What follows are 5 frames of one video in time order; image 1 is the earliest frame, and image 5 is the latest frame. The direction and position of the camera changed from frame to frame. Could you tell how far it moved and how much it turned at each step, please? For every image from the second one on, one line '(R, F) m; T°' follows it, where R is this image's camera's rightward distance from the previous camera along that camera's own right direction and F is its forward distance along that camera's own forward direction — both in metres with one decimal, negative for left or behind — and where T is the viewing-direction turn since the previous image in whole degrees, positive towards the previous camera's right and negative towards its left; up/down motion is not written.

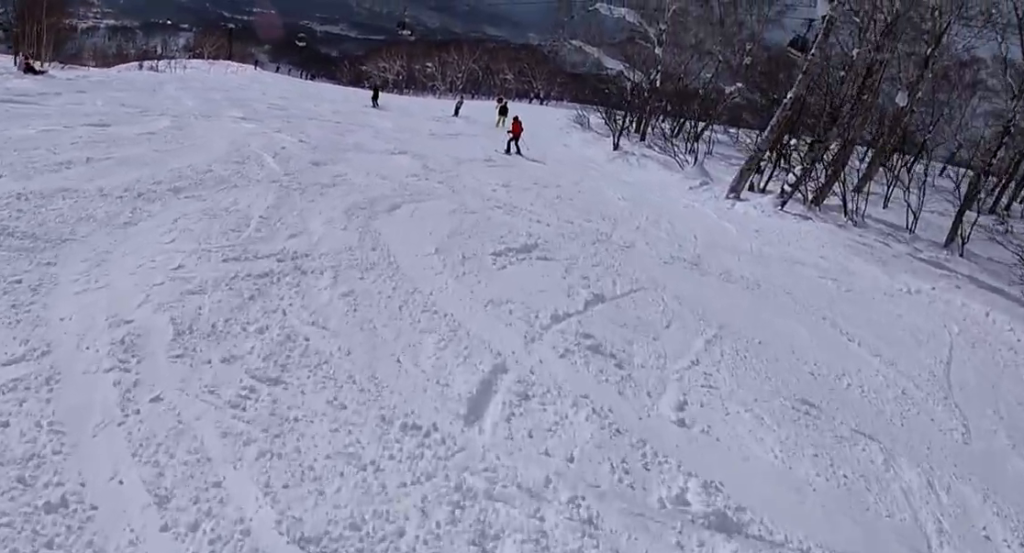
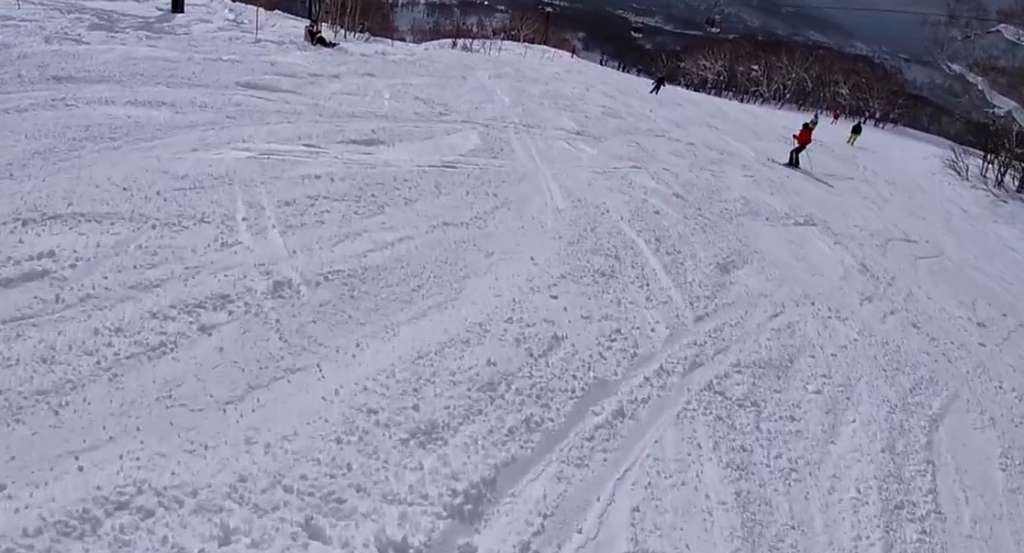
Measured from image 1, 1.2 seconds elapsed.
(-2.1, +4.8) m; -21°
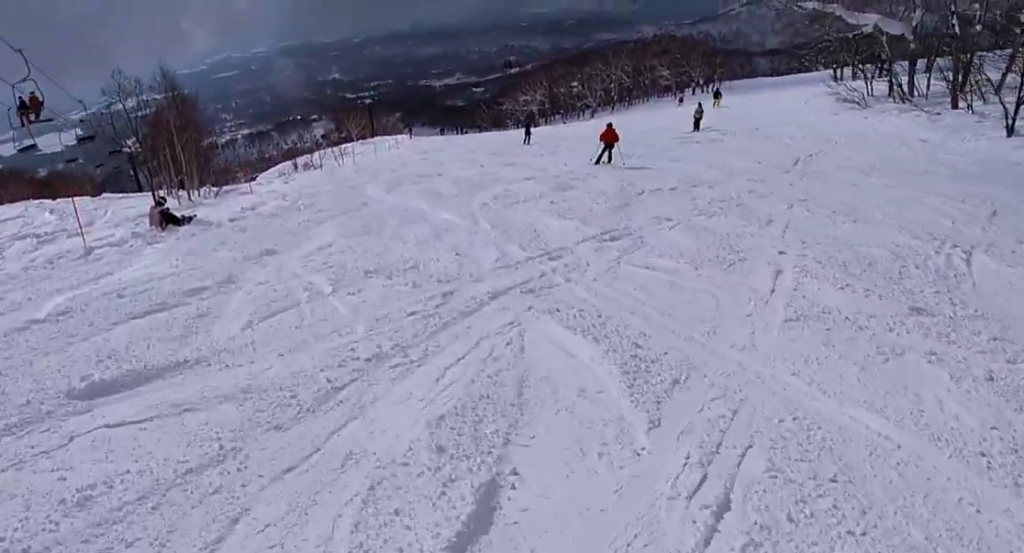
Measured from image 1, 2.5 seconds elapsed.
(+0.5, +5.4) m; +19°
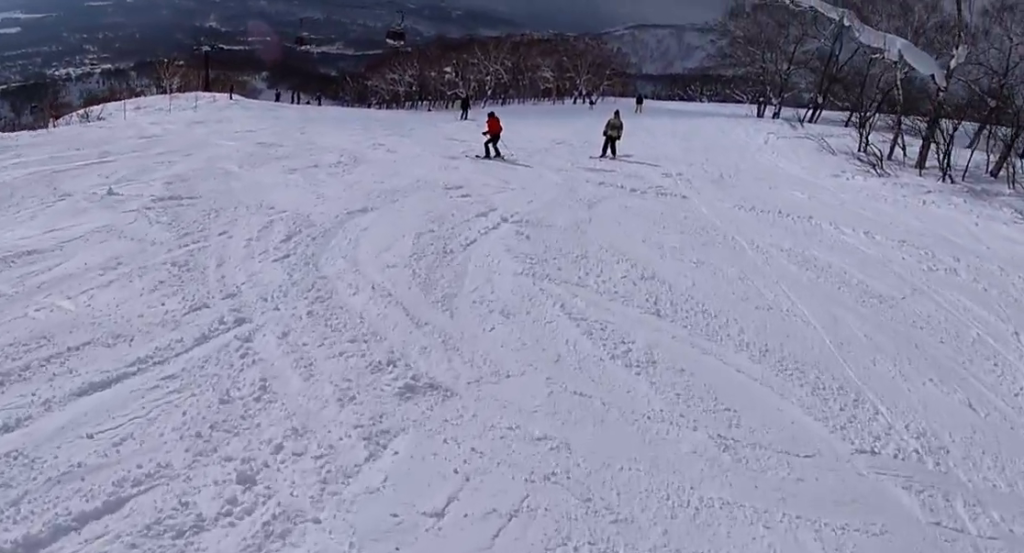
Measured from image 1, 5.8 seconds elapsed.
(+6.1, +13.7) m; +6°
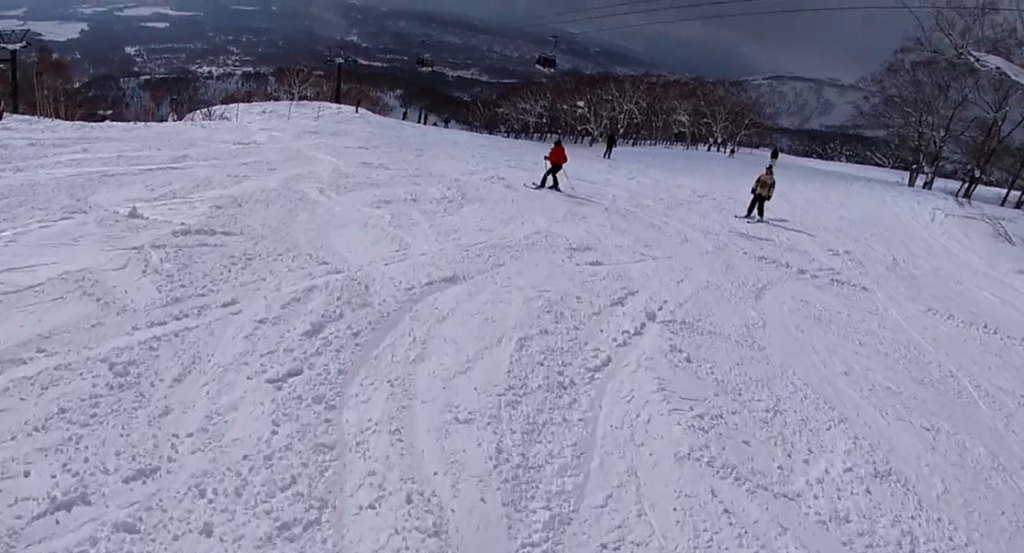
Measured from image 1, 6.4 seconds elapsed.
(-0.9, +2.6) m; -11°
